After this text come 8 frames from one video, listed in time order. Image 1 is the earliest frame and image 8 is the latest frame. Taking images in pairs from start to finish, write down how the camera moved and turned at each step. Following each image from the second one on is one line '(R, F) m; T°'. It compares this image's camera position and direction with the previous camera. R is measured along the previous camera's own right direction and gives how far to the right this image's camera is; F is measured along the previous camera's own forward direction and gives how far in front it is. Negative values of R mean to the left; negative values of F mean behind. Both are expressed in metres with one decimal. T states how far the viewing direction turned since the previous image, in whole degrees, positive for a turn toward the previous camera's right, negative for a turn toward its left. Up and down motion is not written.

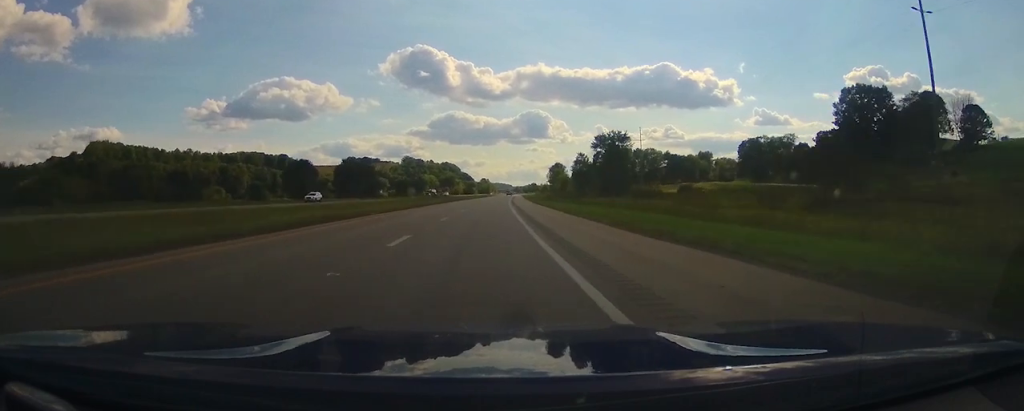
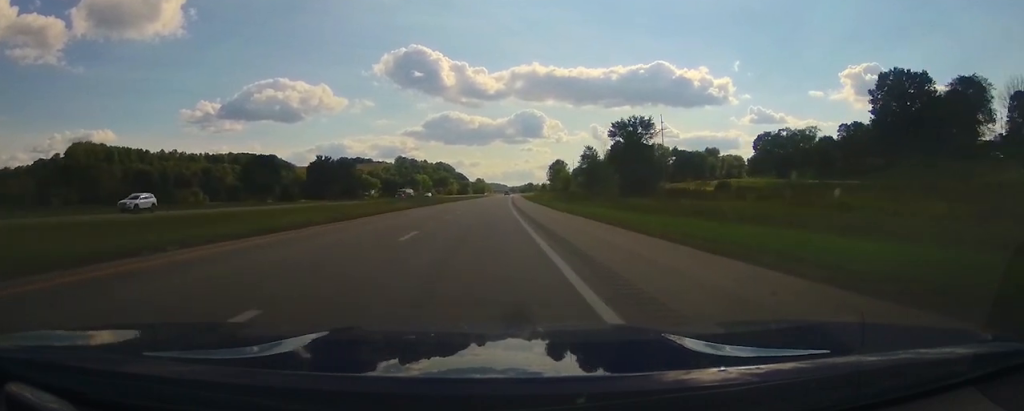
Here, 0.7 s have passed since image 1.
(+0.2, +22.8) m; 0°
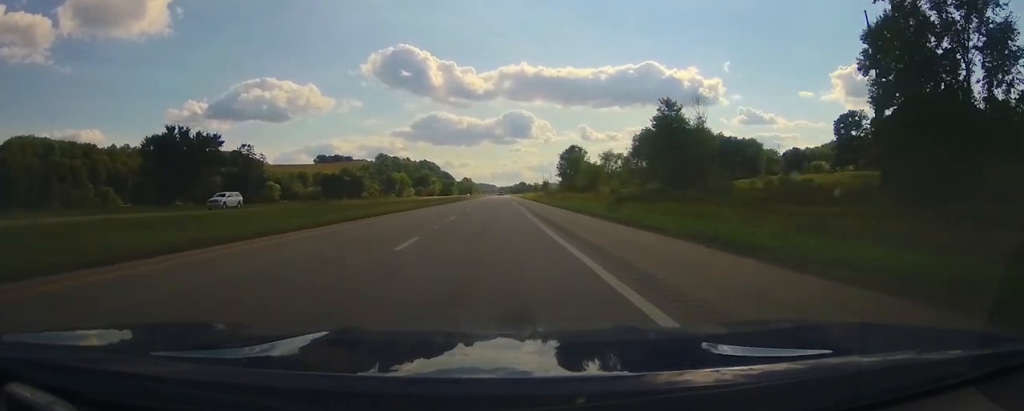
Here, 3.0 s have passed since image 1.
(-0.7, +76.0) m; +1°
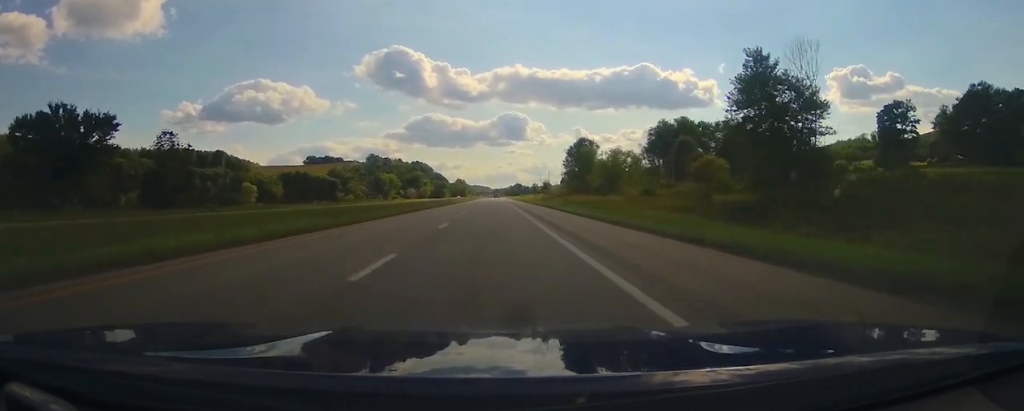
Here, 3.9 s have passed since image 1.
(+0.5, +28.3) m; +1°
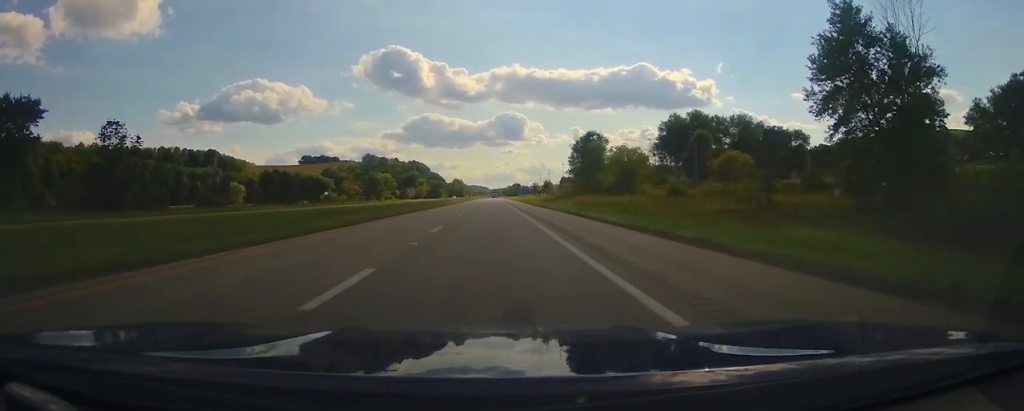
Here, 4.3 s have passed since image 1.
(+0.3, +14.1) m; 0°
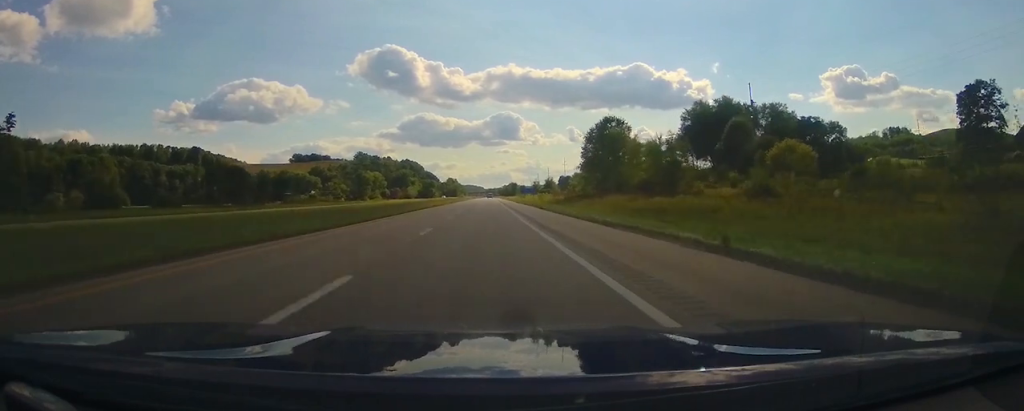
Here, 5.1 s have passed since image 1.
(-0.3, +25.2) m; -1°
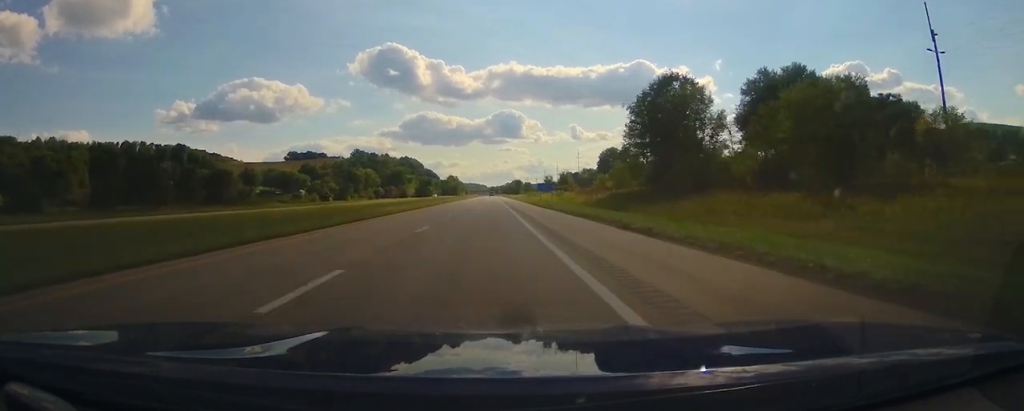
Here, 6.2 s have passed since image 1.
(-0.4, +36.3) m; 0°
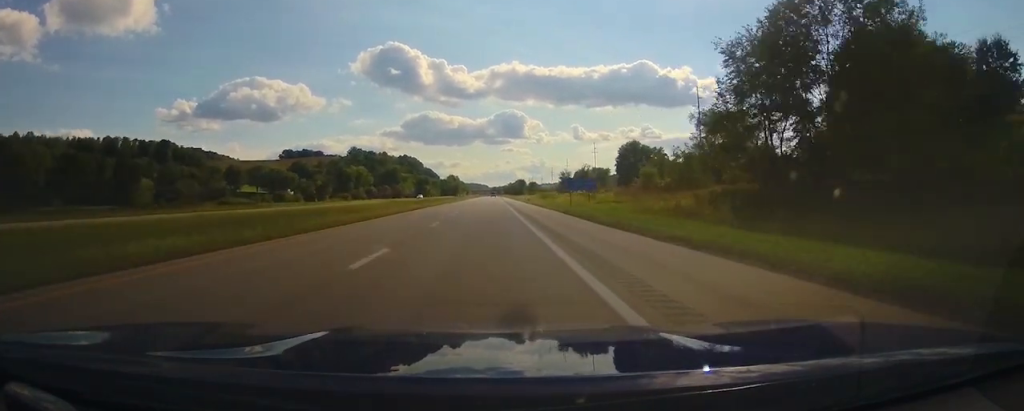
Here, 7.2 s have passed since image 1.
(+0.5, +33.0) m; +1°
